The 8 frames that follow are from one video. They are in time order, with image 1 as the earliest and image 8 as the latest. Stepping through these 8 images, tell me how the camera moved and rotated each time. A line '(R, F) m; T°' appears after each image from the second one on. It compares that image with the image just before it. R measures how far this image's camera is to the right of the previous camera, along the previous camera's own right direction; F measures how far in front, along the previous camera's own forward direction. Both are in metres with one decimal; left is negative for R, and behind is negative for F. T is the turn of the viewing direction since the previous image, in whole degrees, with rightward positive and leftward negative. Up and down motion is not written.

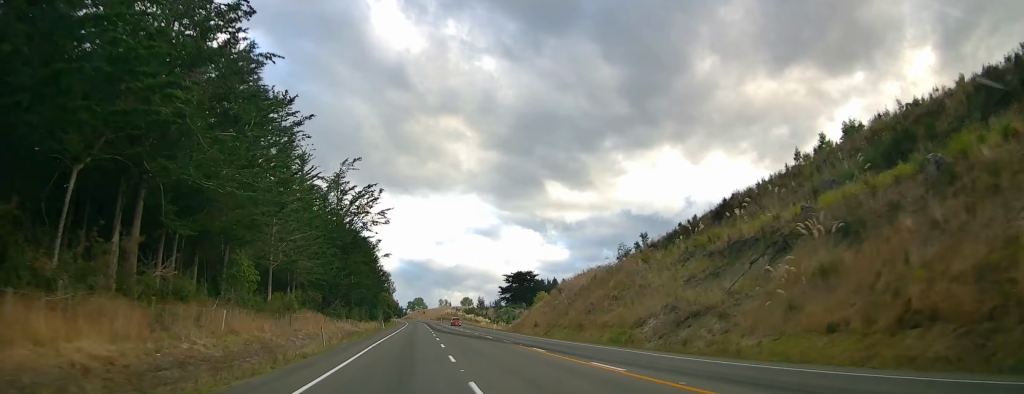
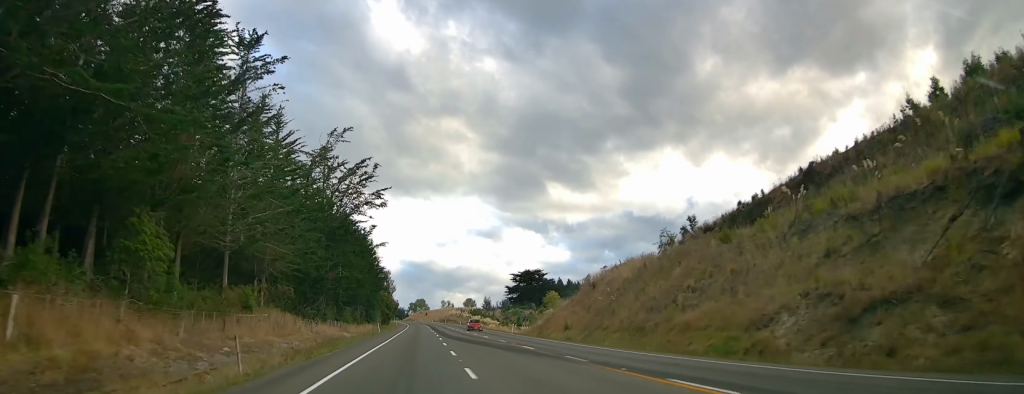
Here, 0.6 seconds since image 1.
(0.0, +15.4) m; 0°
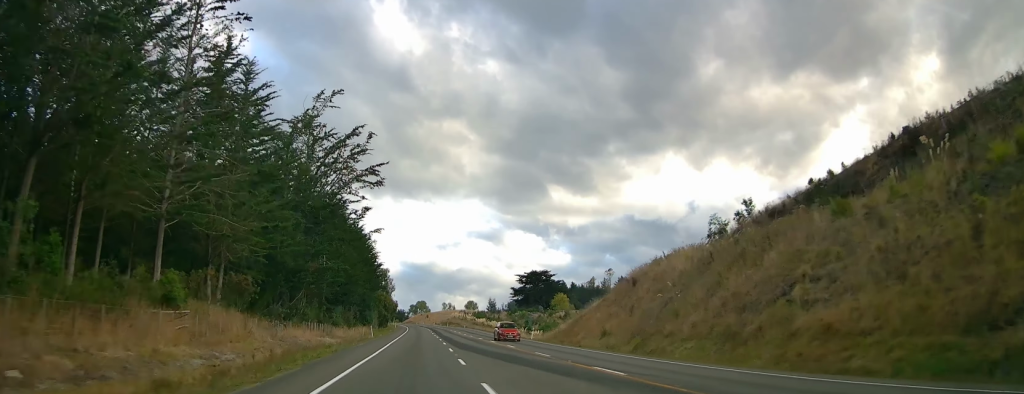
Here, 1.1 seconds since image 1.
(0.0, +12.9) m; 0°
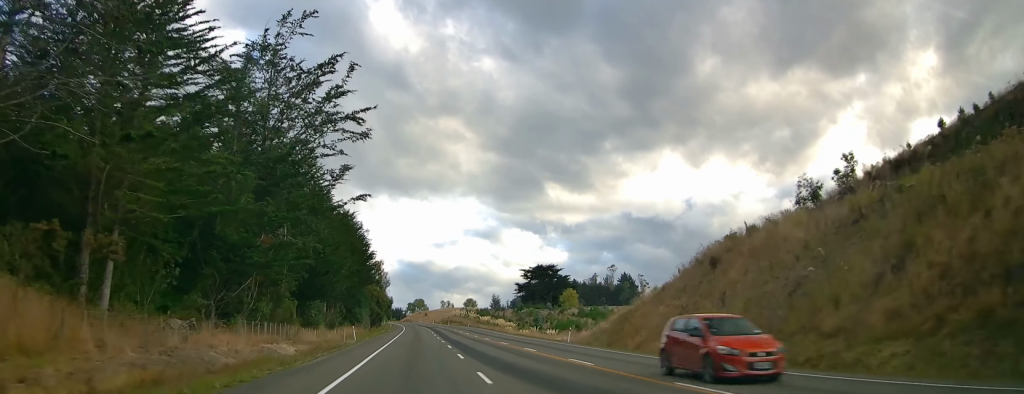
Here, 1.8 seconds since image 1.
(0.0, +17.3) m; 0°
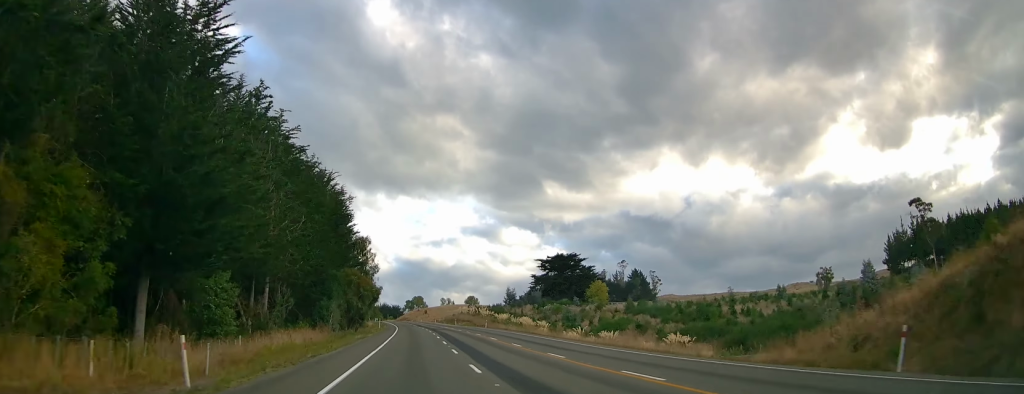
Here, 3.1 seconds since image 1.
(-0.2, +35.1) m; -1°
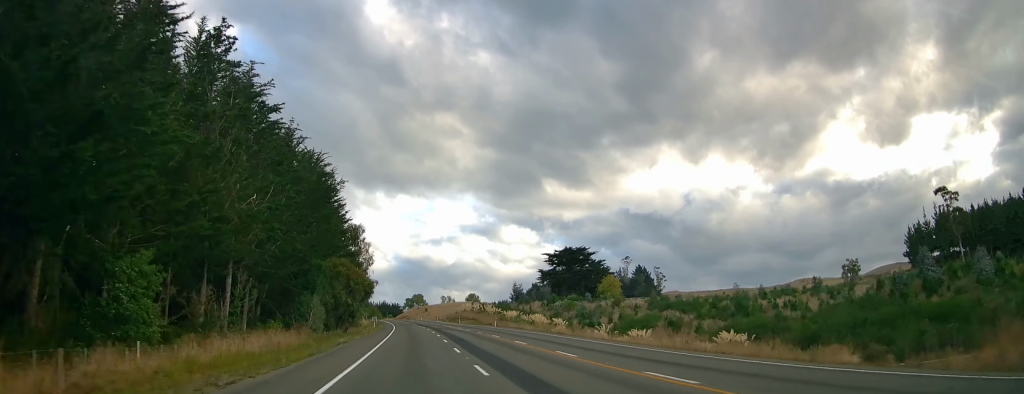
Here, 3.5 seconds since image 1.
(0.0, +11.6) m; 0°
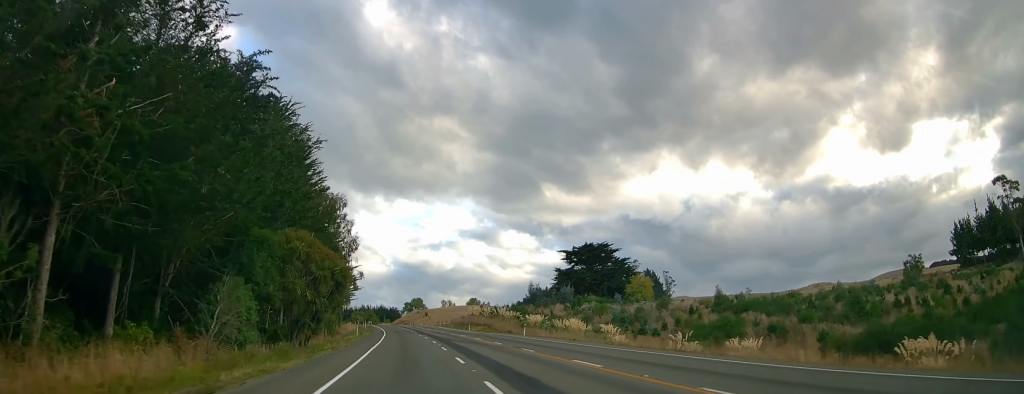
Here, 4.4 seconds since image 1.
(0.0, +23.3) m; 0°
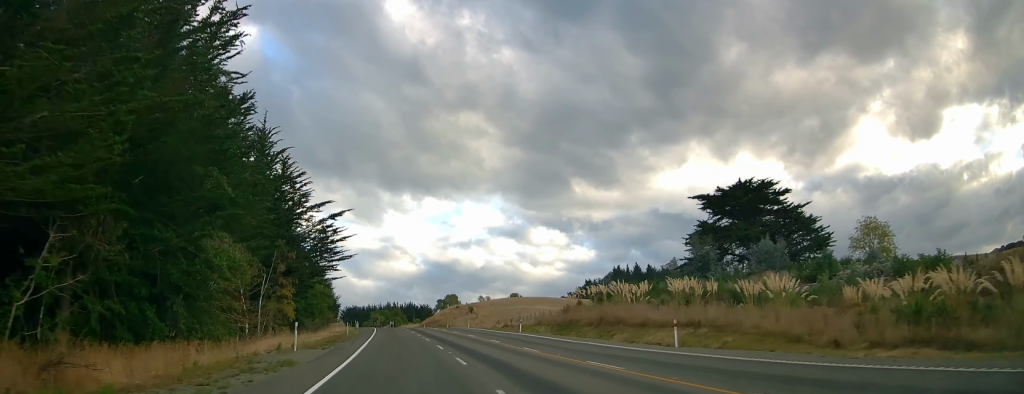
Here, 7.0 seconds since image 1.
(-0.7, +70.7) m; -1°
